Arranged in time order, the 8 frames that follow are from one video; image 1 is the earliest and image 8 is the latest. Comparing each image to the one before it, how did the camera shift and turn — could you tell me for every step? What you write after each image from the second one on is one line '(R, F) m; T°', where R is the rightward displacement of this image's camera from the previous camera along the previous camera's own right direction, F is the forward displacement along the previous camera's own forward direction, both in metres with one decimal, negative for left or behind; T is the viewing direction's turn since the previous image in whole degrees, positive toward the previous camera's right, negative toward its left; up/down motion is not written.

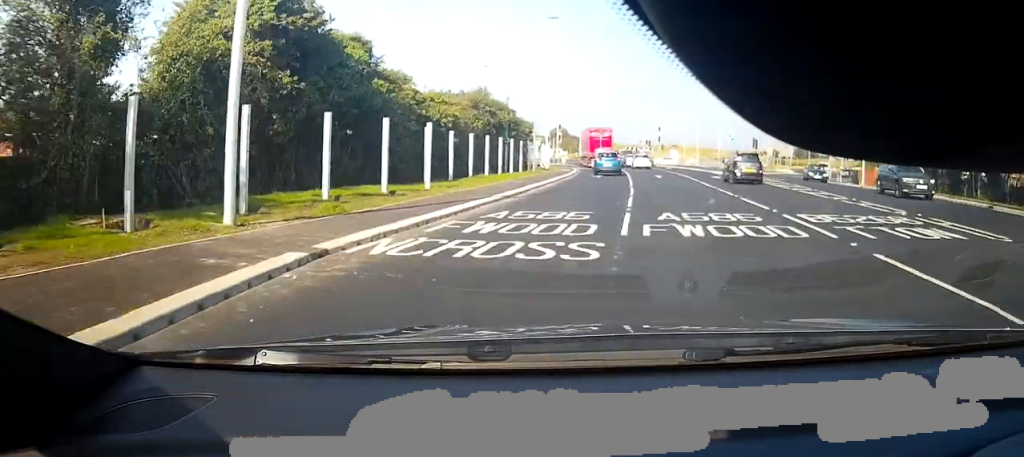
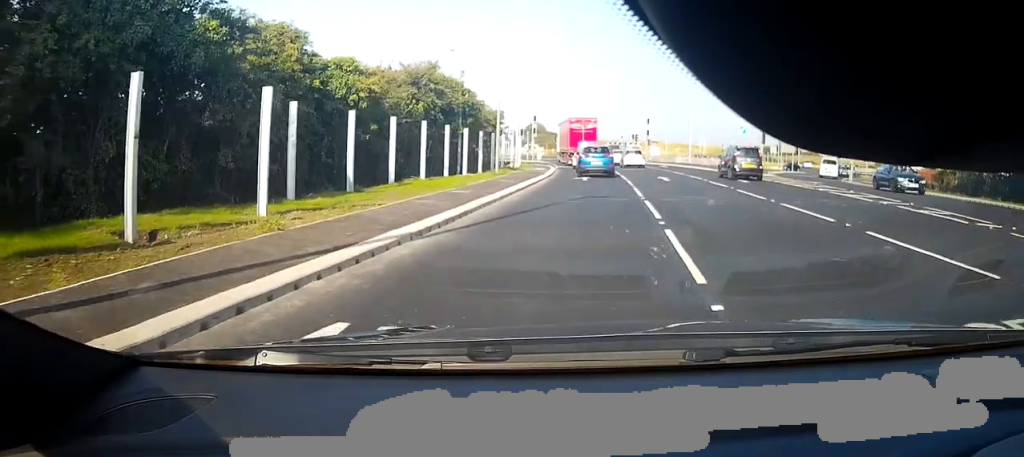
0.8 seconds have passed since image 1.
(0.0, +9.5) m; 0°
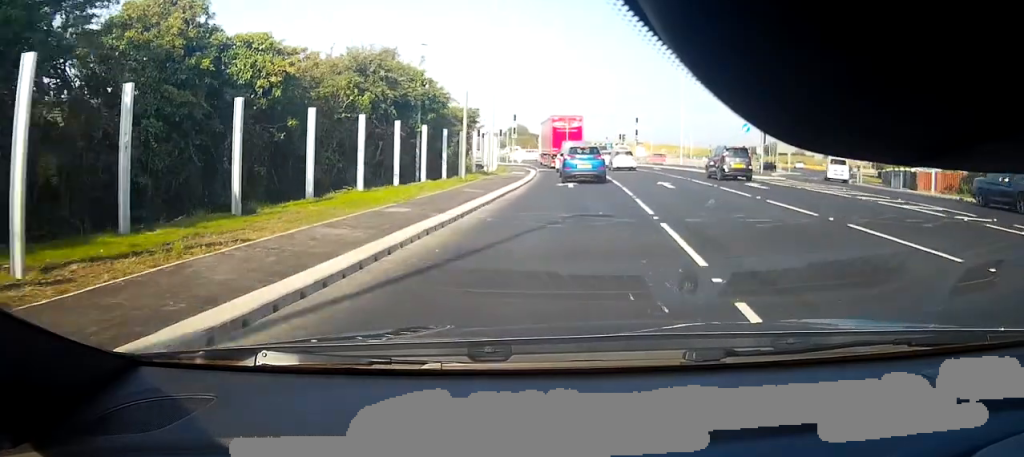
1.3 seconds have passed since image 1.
(0.0, +4.4) m; +1°
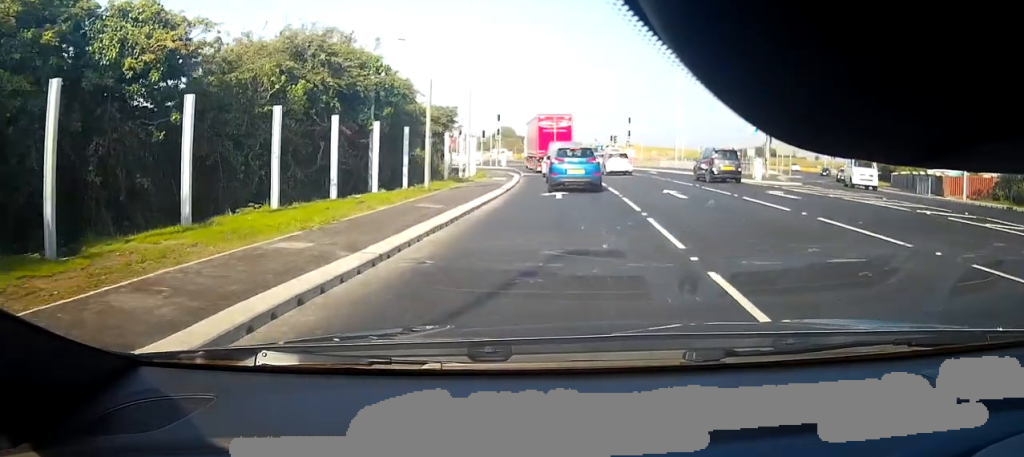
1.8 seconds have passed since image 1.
(-0.1, +4.4) m; +1°
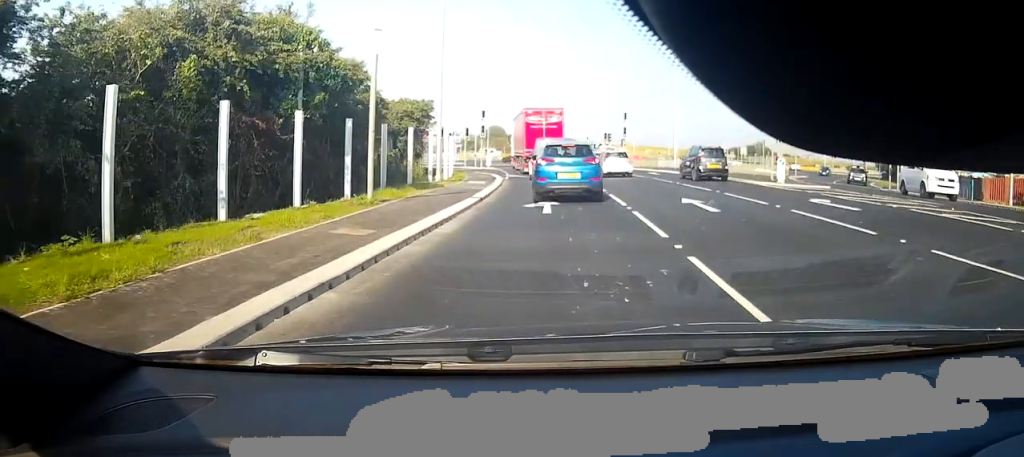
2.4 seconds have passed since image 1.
(+0.3, +4.1) m; +1°
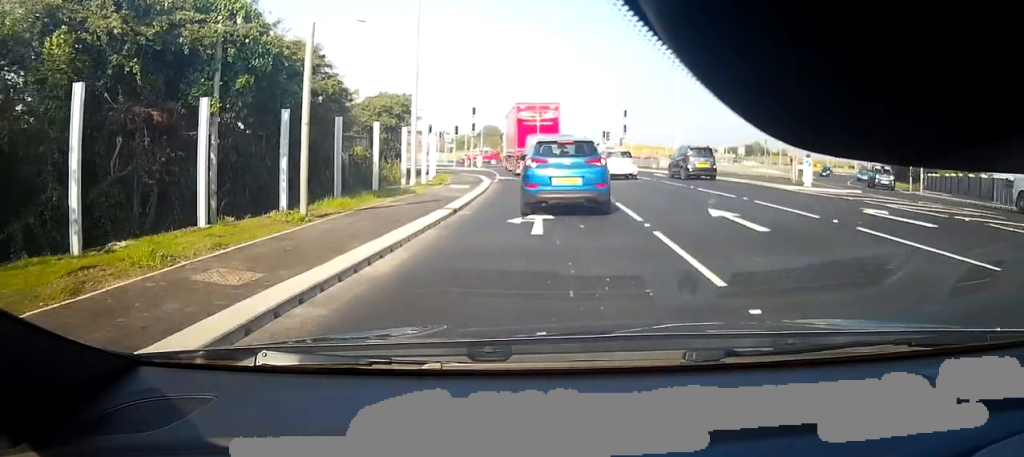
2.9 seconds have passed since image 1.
(+0.1, +3.4) m; 0°
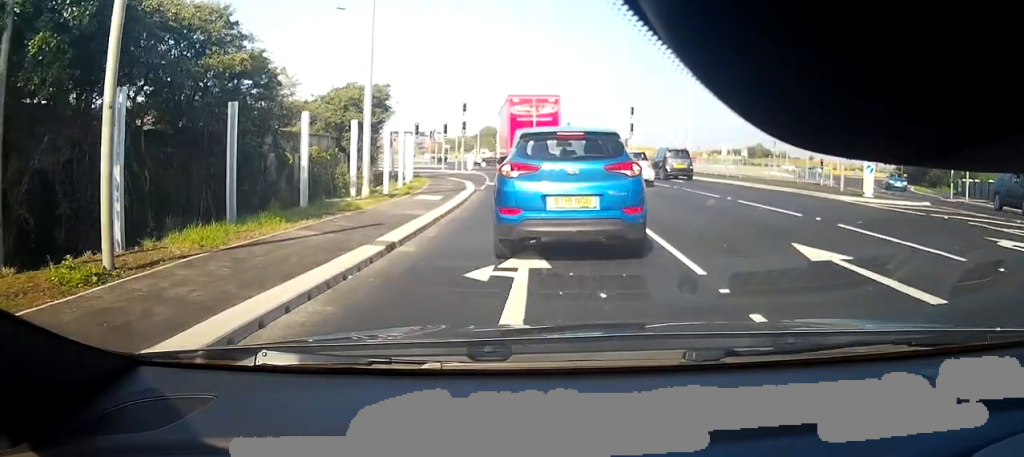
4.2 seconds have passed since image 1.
(-0.2, +4.6) m; -3°
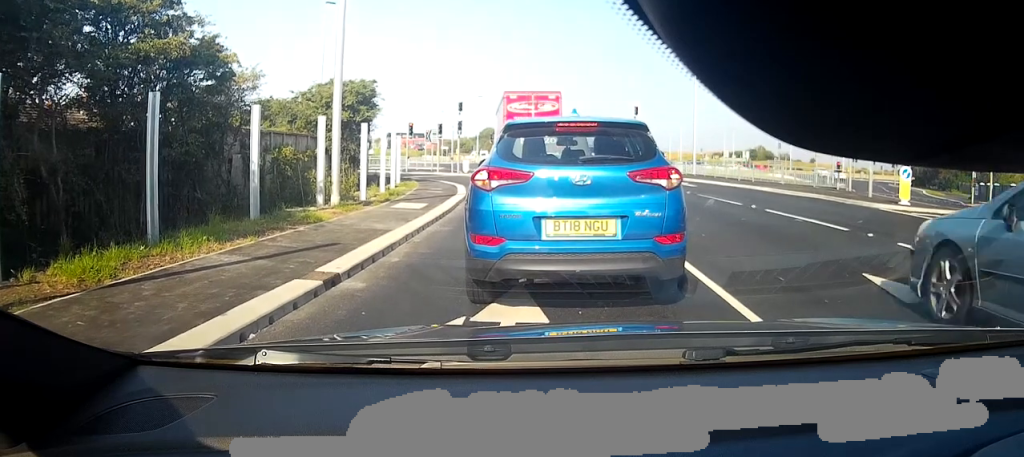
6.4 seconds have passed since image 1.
(0.0, +0.6) m; 0°
